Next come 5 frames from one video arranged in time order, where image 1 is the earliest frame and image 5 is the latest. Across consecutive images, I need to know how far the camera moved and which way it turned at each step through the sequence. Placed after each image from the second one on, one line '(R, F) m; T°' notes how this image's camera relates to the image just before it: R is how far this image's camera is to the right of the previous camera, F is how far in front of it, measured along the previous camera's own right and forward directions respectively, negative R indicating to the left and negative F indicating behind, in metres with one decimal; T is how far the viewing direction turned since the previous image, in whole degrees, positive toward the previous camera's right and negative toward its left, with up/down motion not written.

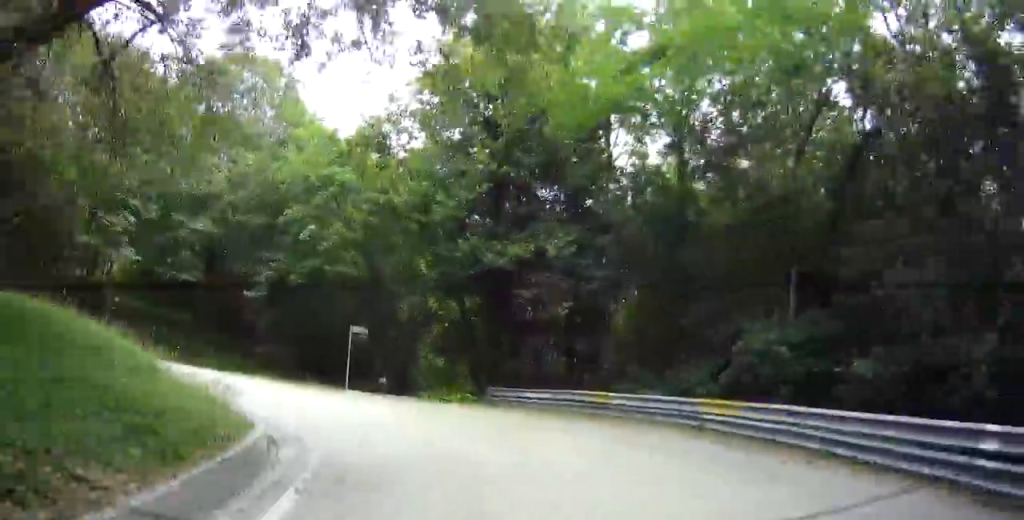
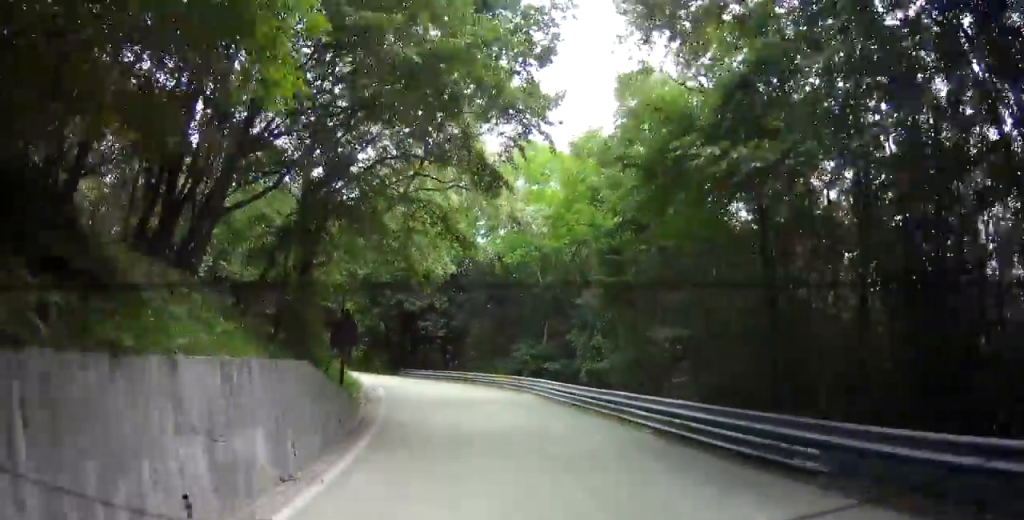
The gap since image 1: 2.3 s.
(-3.1, +12.3) m; -20°
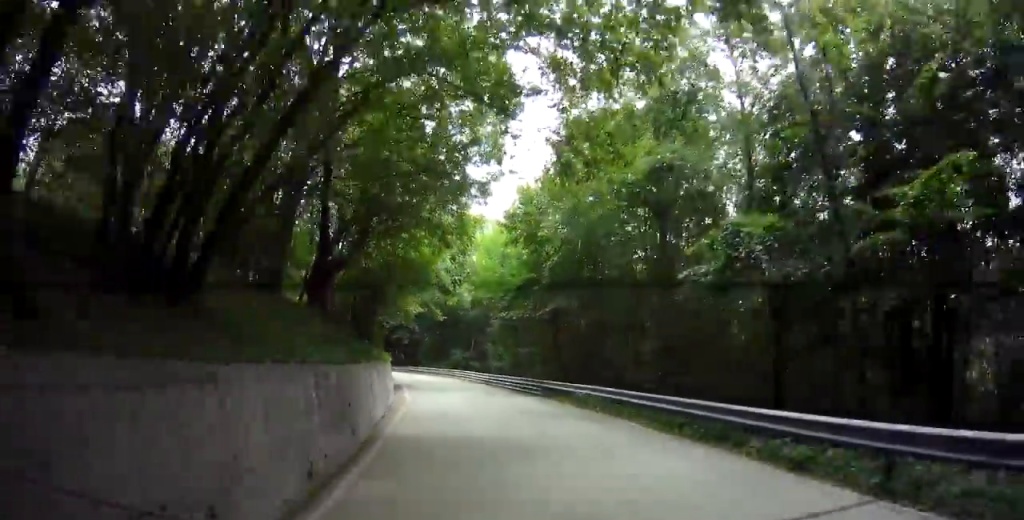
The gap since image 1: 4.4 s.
(+3.9, +13.9) m; +46°
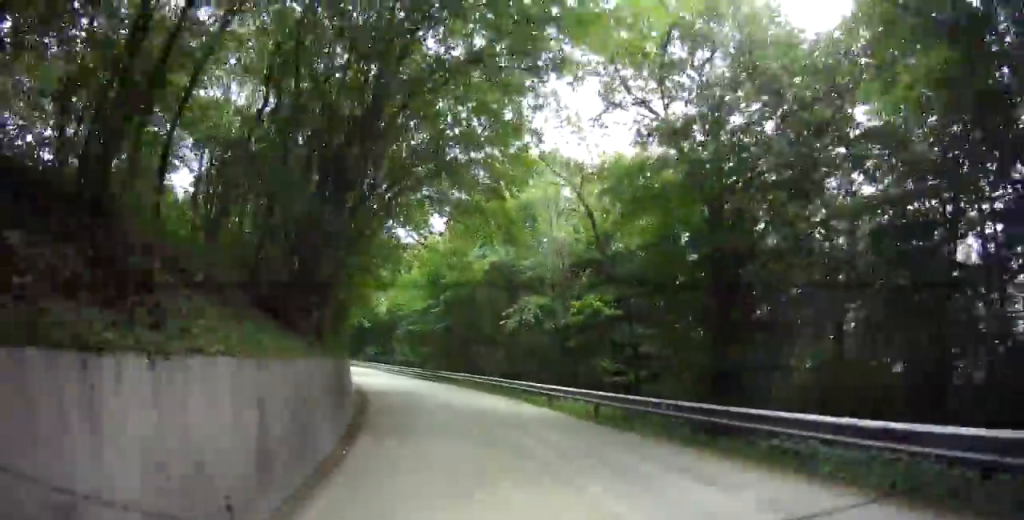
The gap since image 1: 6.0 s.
(+2.7, +12.1) m; +15°
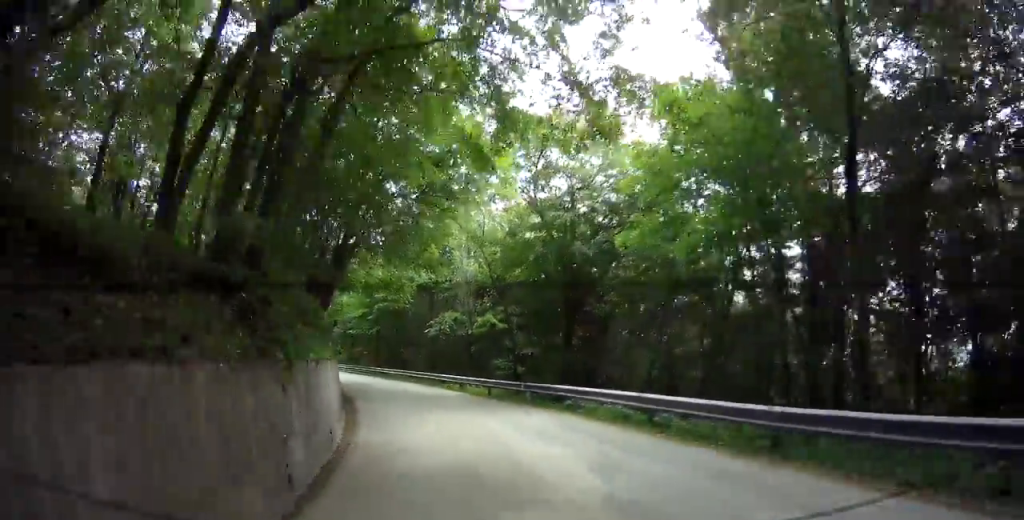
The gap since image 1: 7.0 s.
(+0.5, +8.6) m; +10°
